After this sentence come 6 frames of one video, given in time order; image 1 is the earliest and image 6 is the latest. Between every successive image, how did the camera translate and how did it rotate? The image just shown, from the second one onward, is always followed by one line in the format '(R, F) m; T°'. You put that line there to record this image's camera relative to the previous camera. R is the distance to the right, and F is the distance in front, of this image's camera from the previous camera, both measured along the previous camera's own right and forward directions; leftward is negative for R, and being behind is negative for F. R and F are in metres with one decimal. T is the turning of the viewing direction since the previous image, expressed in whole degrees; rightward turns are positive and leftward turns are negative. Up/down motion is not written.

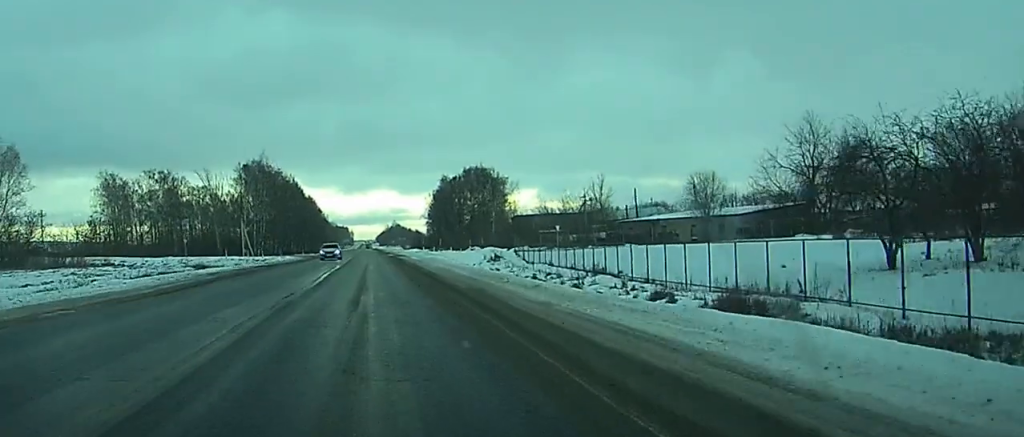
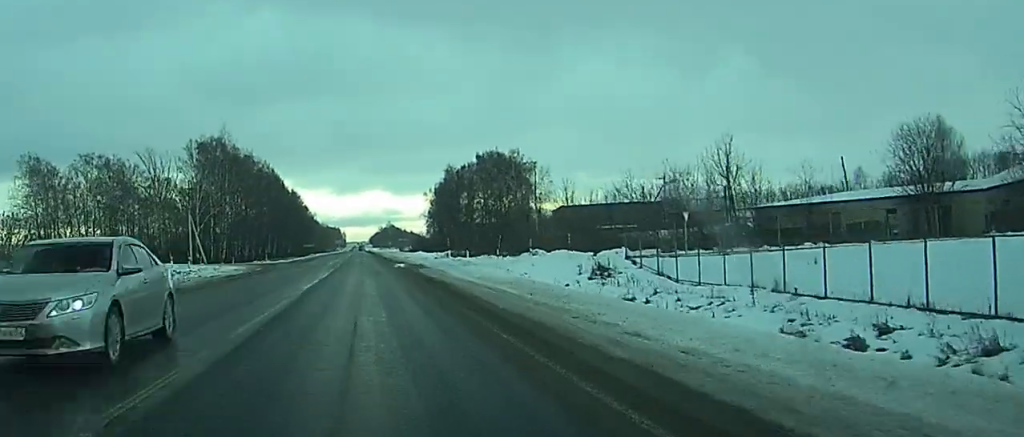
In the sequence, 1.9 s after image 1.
(-0.1, +42.1) m; 0°
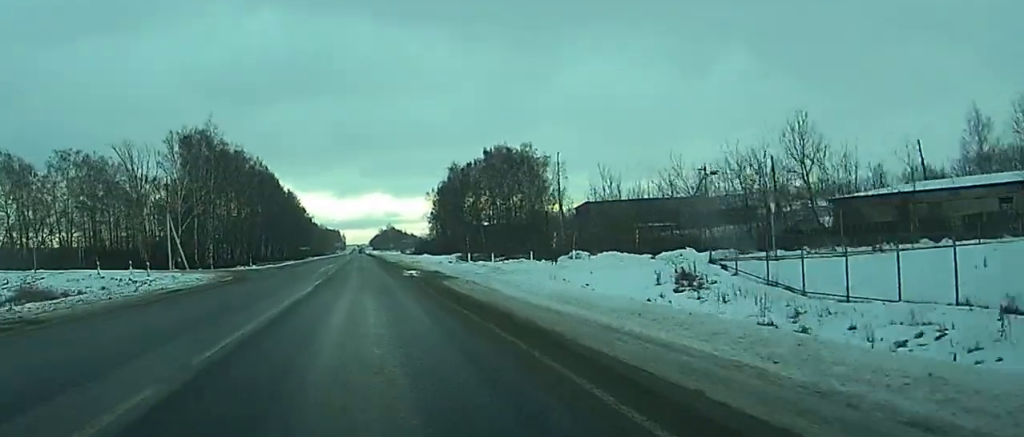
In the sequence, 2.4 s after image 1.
(0.0, +12.9) m; 0°
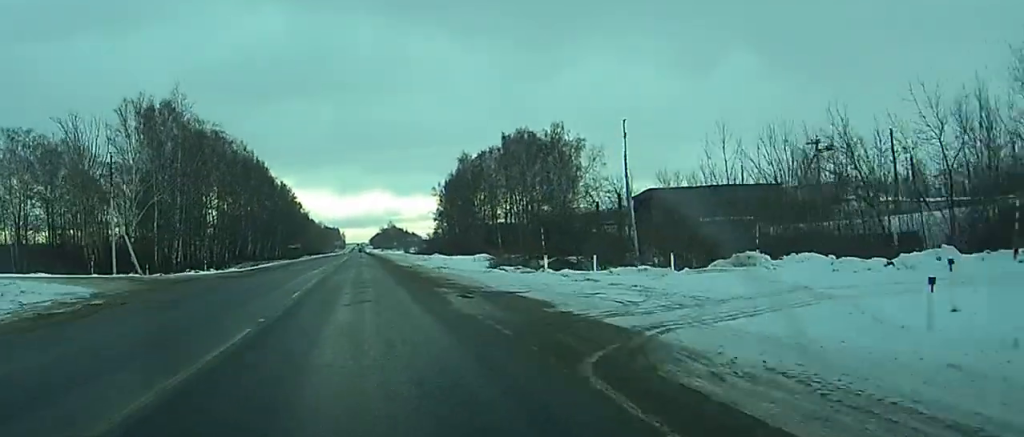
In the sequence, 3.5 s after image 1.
(0.0, +23.9) m; 0°
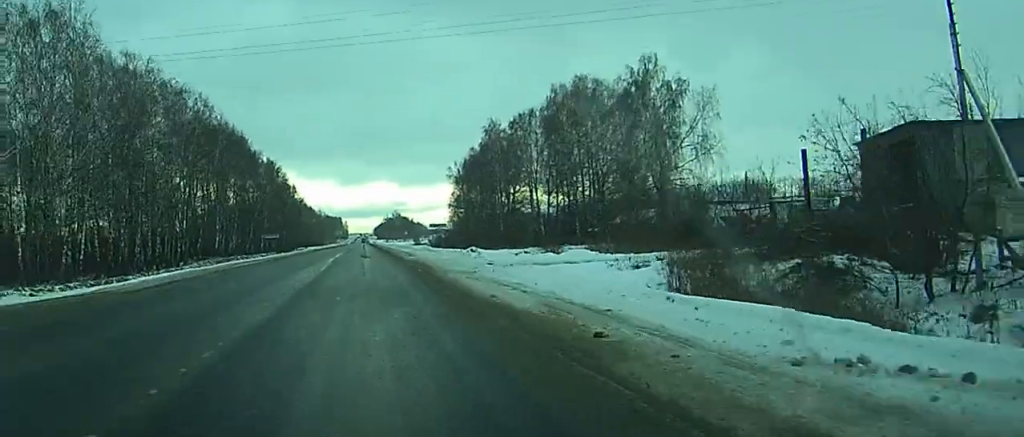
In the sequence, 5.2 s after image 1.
(+0.8, +41.0) m; +1°
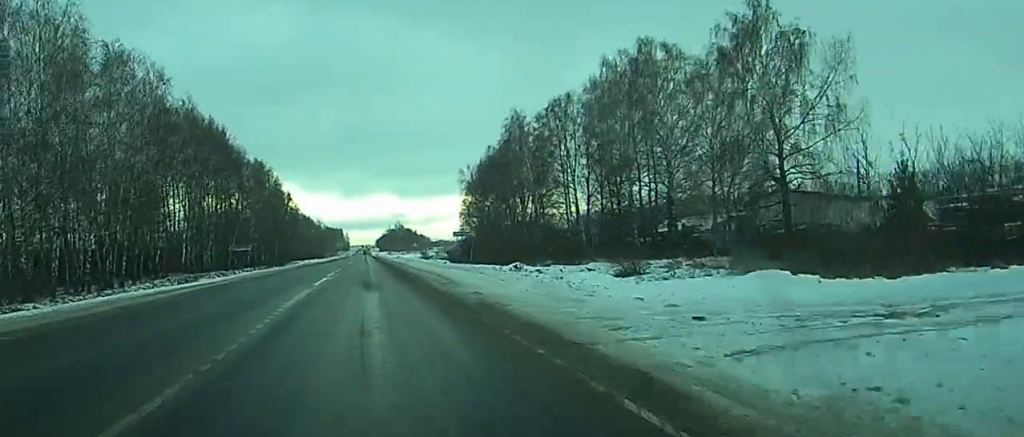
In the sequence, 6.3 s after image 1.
(-0.4, +25.5) m; -2°
